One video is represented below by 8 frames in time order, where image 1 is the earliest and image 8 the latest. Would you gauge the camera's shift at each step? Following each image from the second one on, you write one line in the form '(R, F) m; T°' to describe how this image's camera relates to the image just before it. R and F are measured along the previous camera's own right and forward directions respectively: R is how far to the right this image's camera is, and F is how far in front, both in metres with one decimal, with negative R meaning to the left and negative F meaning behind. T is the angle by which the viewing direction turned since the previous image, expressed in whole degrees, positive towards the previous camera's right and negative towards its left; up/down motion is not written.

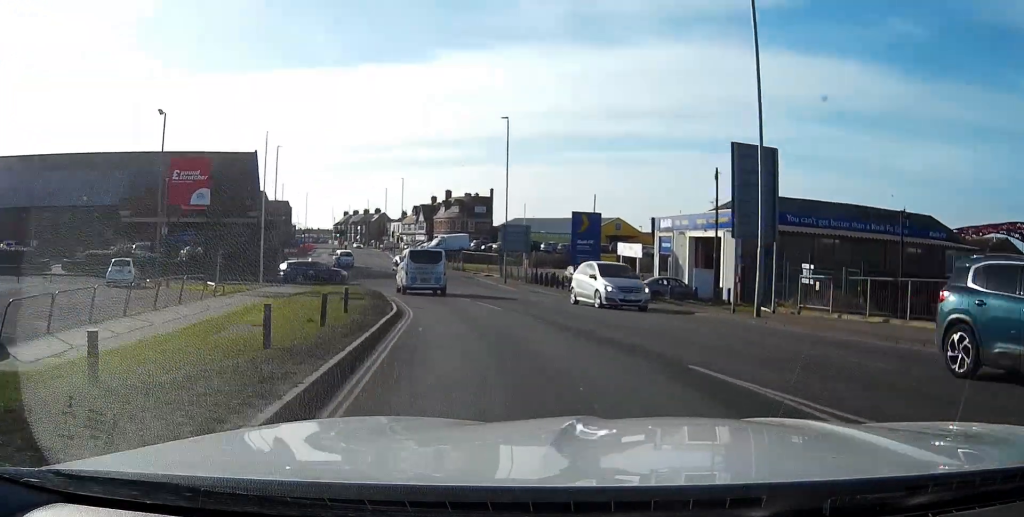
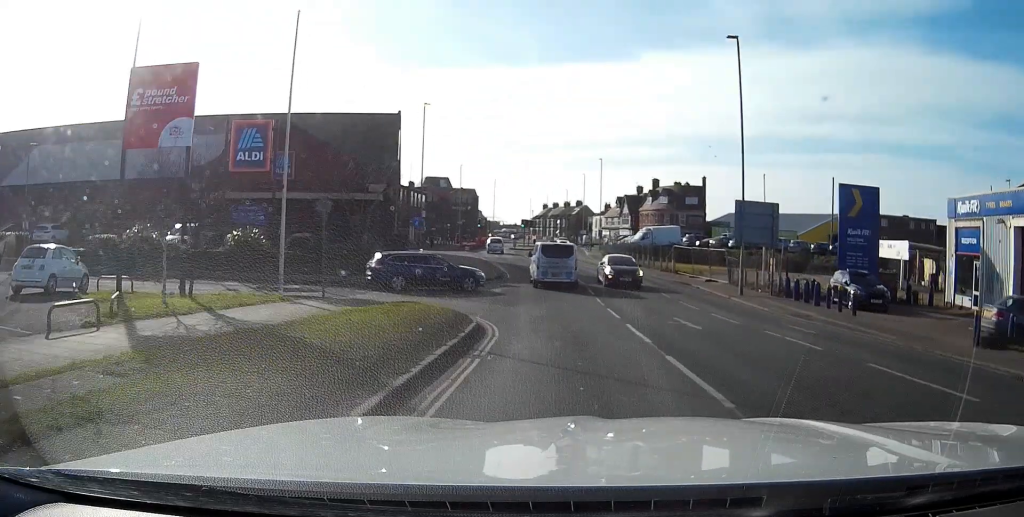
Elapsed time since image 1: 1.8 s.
(-3.0, +20.7) m; -13°
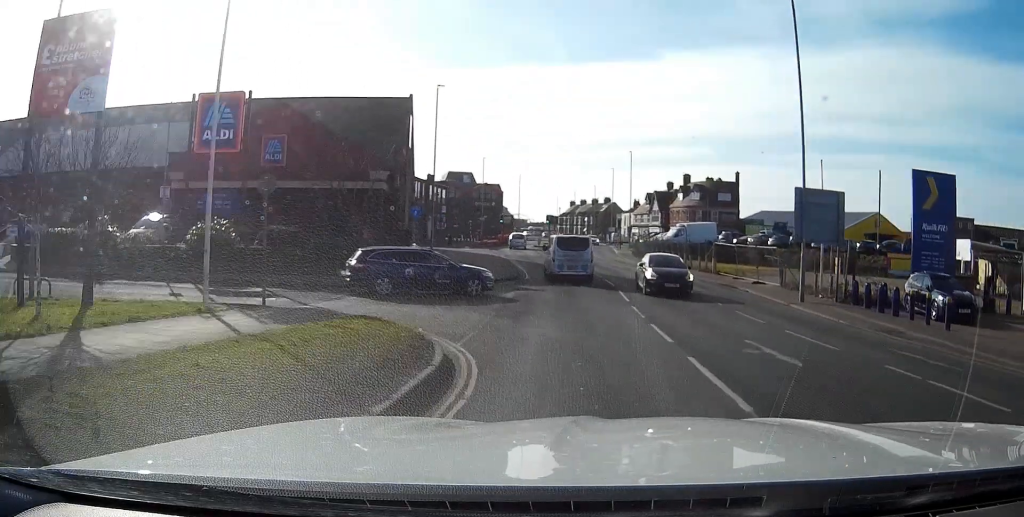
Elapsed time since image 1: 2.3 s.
(-0.1, +5.9) m; -1°
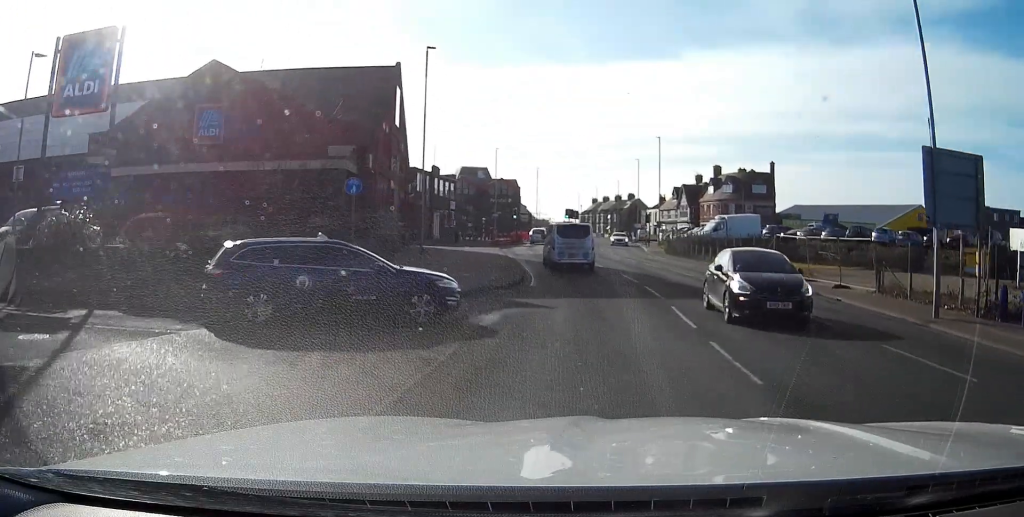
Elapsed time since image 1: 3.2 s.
(-0.1, +10.3) m; -2°
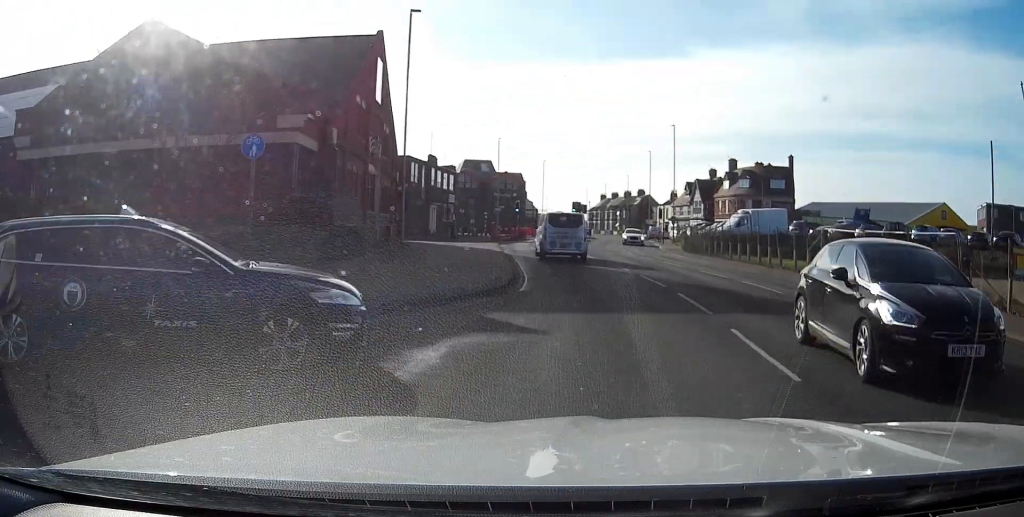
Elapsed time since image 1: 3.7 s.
(0.0, +6.4) m; -1°
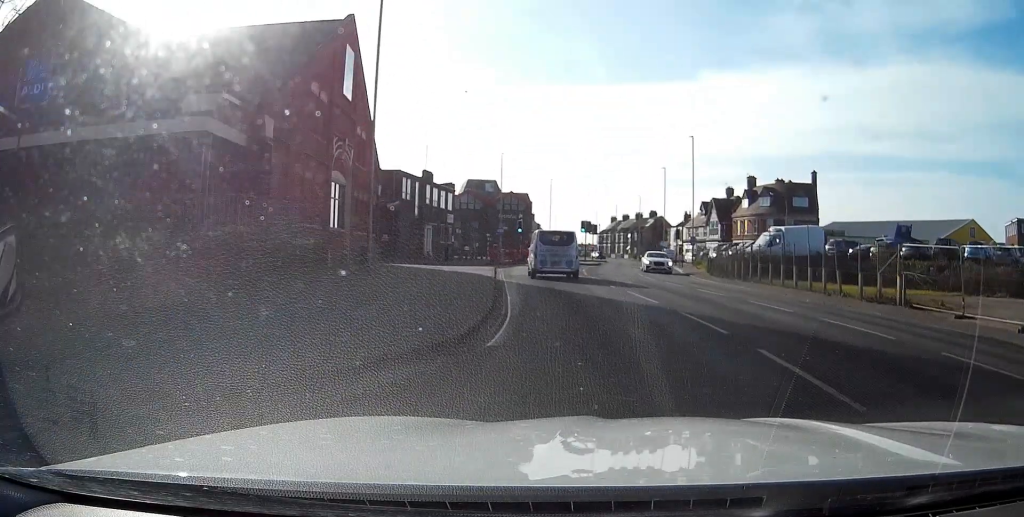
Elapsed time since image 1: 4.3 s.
(-0.1, +7.1) m; -2°
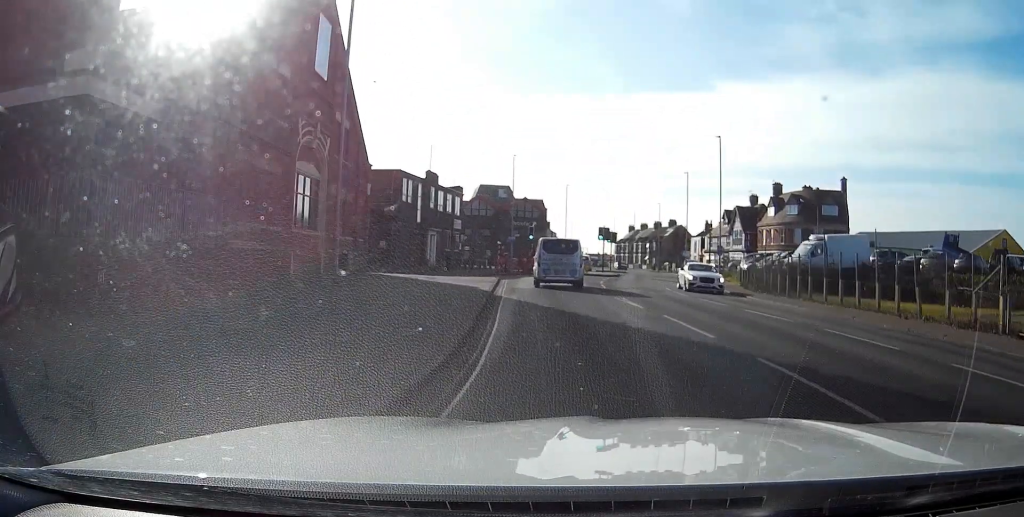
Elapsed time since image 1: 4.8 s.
(0.0, +5.9) m; -1°
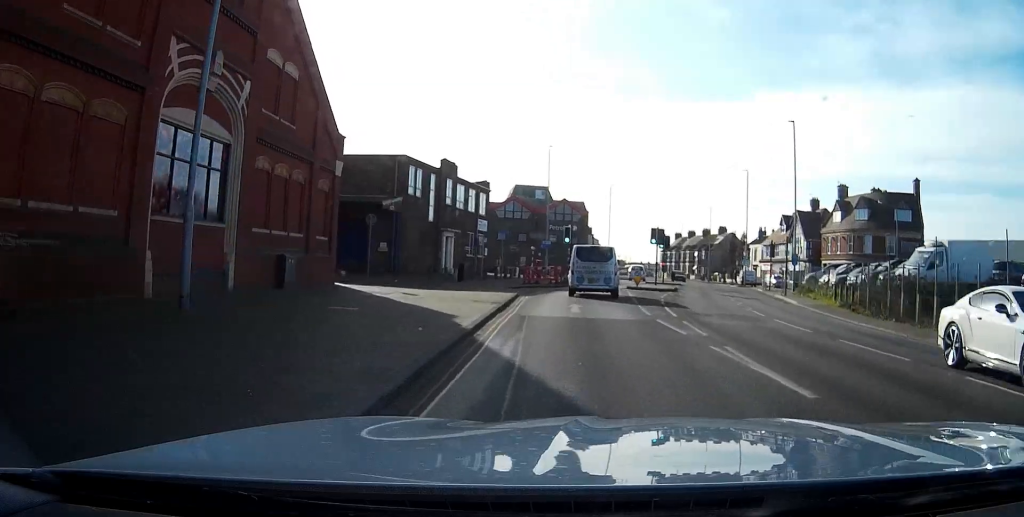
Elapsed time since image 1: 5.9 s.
(-0.3, +12.0) m; -2°
